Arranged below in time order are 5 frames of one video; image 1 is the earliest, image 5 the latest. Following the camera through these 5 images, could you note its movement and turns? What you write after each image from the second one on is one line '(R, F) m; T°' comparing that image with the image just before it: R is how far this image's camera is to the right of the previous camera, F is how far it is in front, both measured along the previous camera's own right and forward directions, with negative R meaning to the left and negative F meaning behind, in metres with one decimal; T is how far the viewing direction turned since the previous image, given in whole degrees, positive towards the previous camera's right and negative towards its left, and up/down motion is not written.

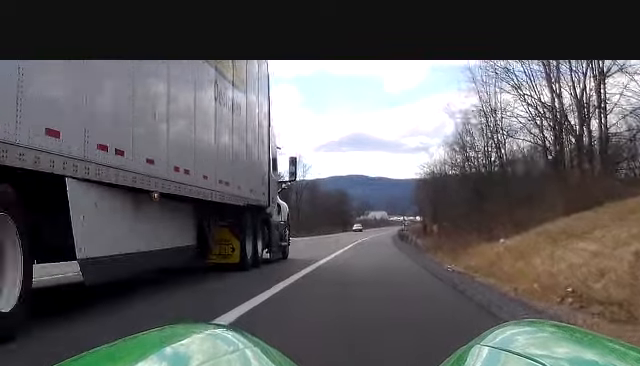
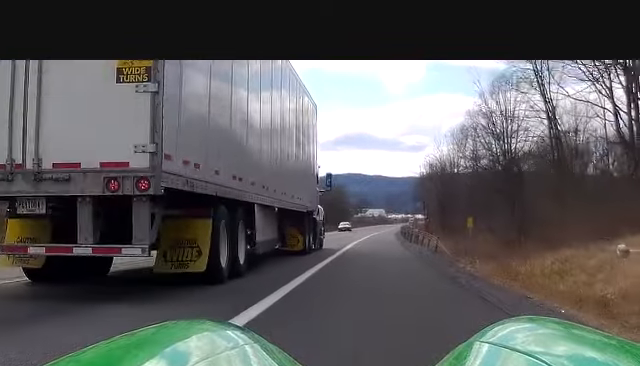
(+0.9, +14.7) m; +2°
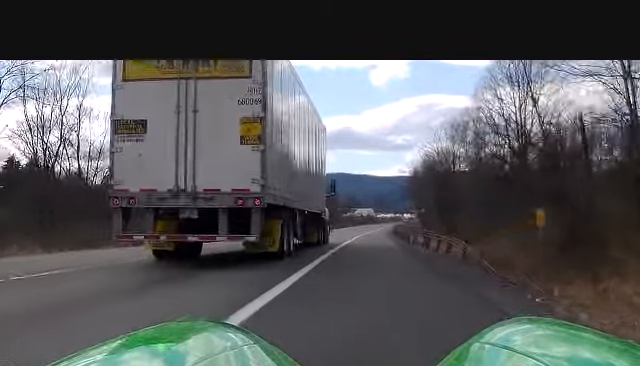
(0.0, +13.7) m; -2°
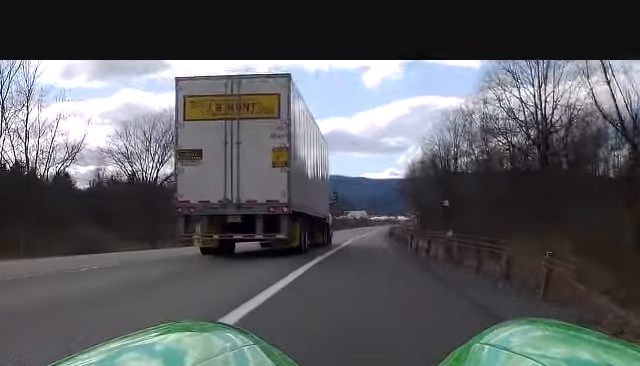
(-0.5, +11.1) m; -2°
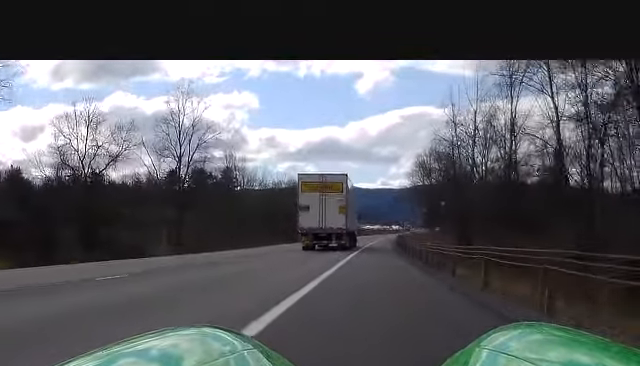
(-0.1, +48.4) m; 0°
